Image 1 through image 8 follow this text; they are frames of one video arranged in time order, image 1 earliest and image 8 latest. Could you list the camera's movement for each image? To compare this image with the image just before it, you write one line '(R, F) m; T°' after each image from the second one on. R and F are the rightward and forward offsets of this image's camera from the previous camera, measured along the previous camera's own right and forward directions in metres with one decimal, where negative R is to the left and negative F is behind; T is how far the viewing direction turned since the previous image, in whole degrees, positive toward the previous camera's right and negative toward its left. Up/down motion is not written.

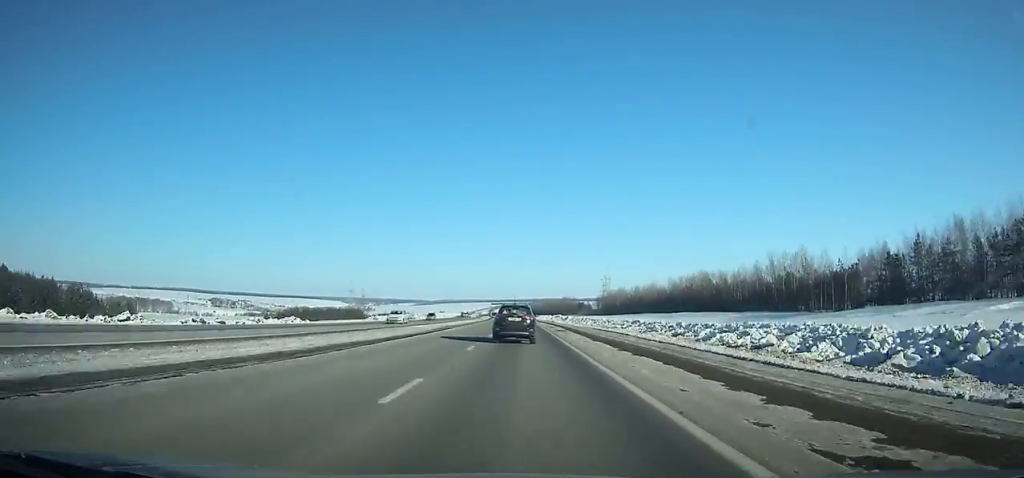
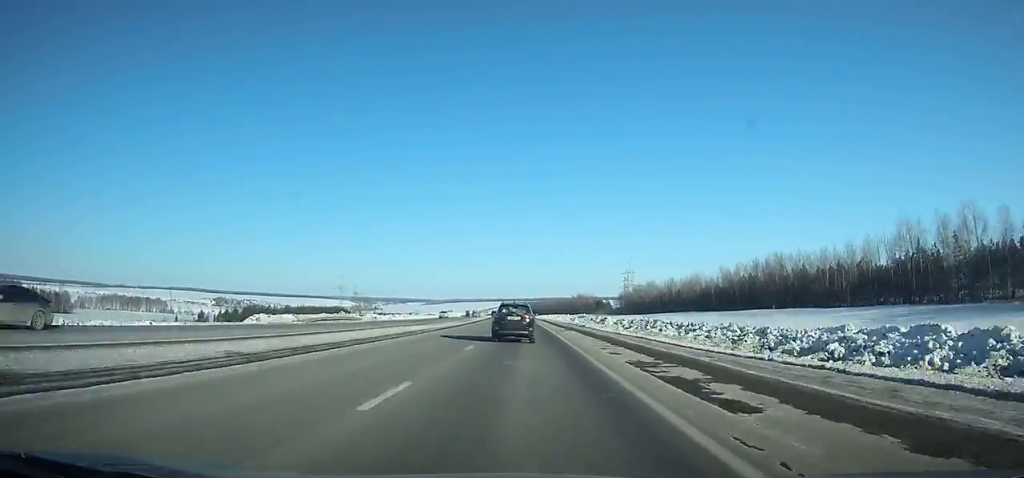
(-0.1, +46.4) m; -1°
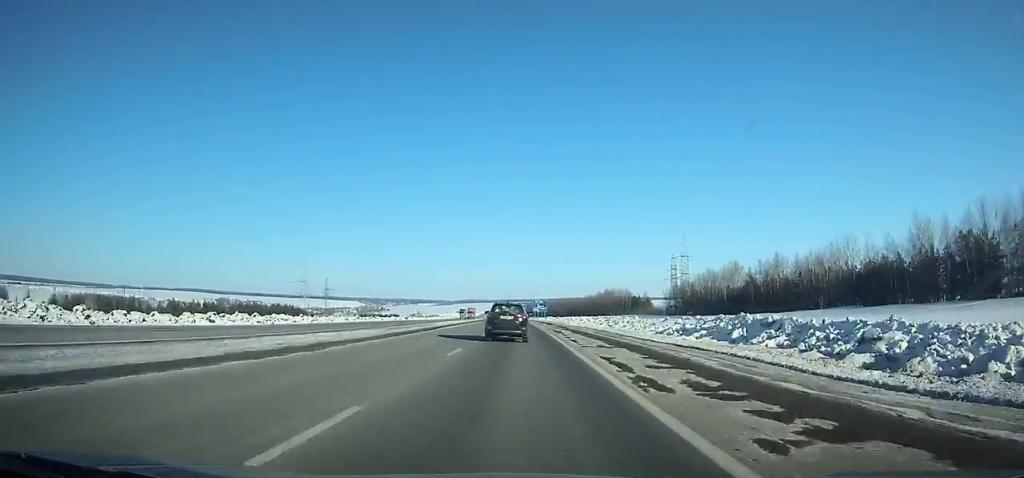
(-1.6, +84.7) m; -2°
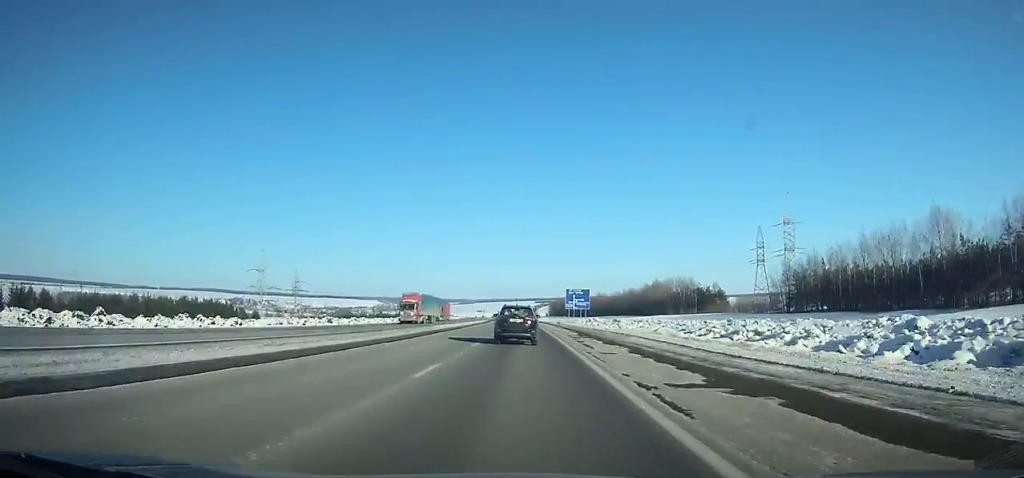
(-0.9, +75.9) m; -2°
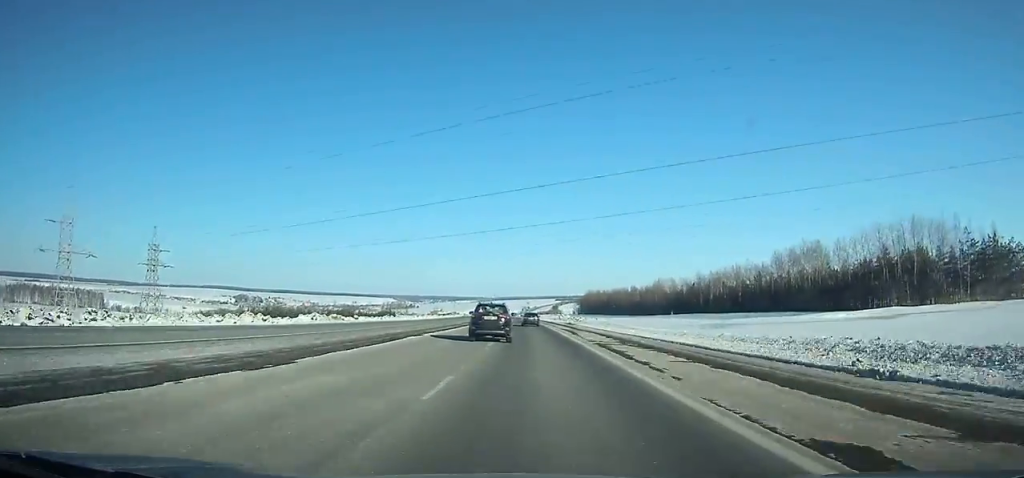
(-2.6, +122.3) m; -2°
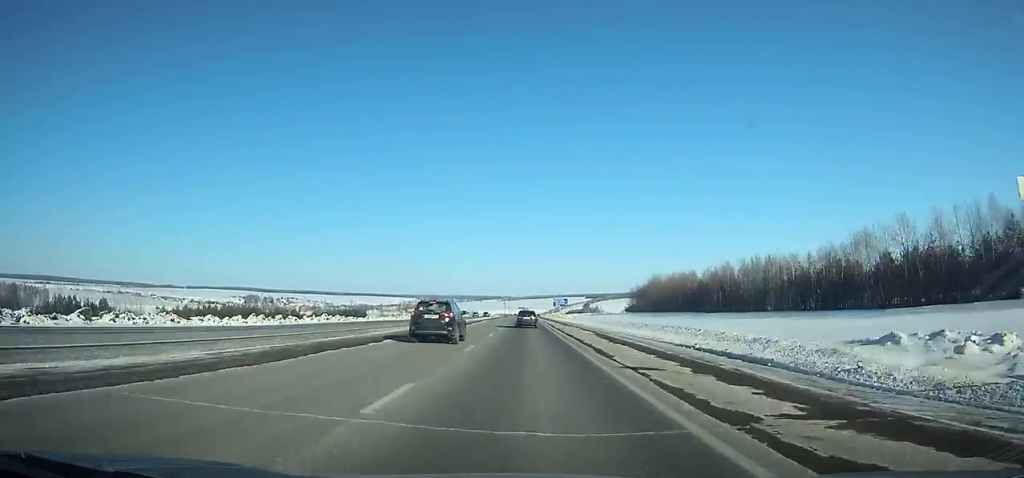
(-2.4, +143.3) m; -2°
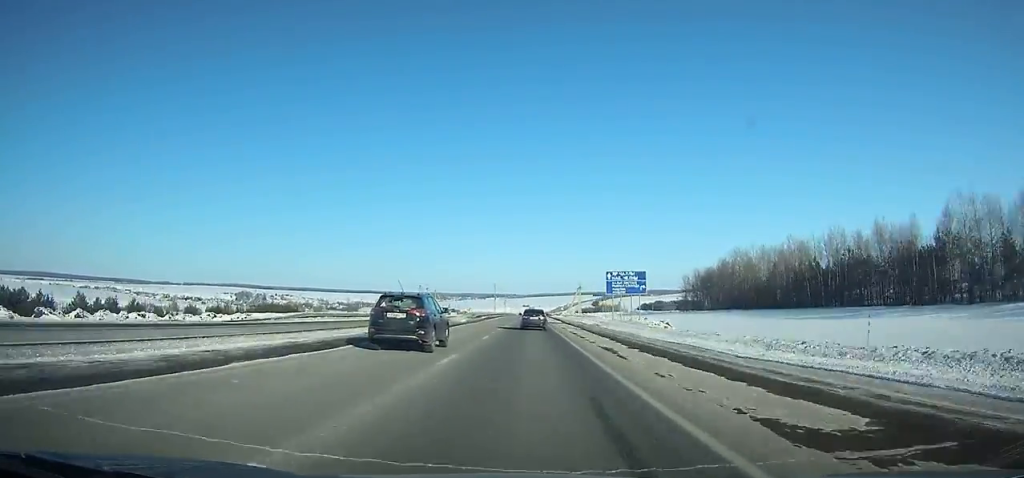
(-1.3, +99.7) m; -1°
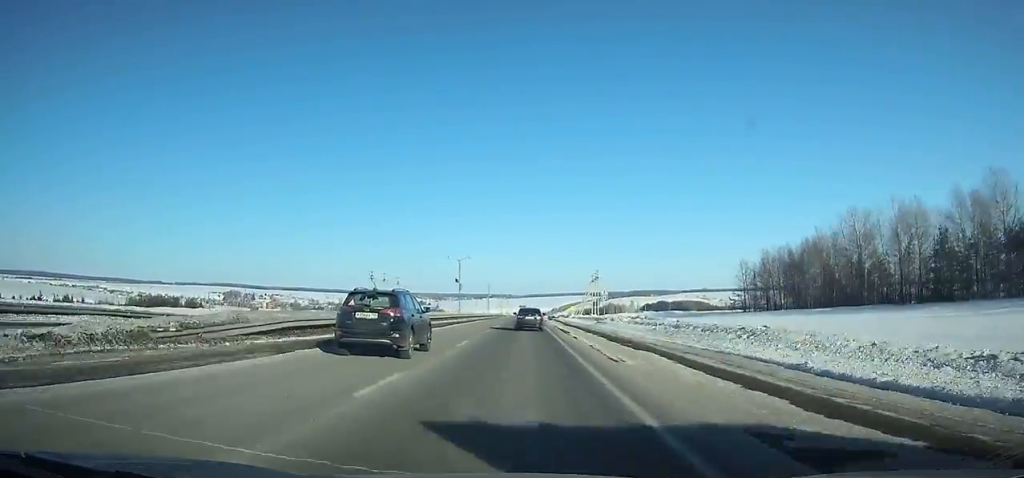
(-0.1, +65.0) m; 0°
